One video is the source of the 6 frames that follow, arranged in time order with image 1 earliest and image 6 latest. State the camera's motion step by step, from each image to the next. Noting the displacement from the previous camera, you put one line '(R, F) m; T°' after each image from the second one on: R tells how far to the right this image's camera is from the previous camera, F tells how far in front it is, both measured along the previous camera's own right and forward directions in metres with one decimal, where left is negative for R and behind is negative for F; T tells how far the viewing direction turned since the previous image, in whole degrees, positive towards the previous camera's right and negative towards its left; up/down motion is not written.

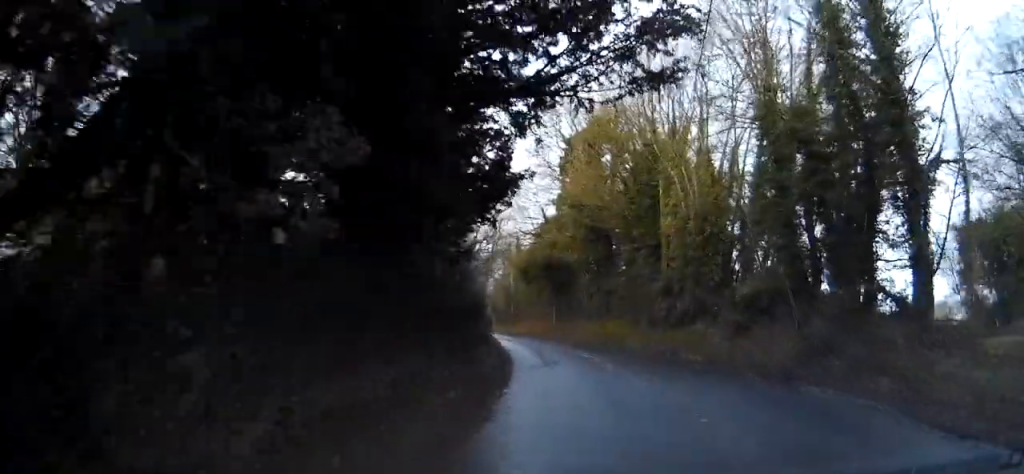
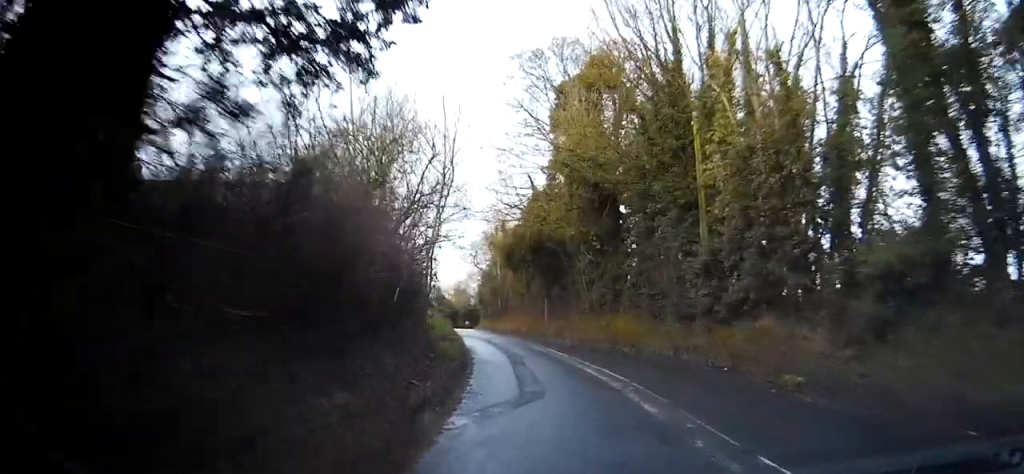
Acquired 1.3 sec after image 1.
(+0.1, +10.4) m; 0°
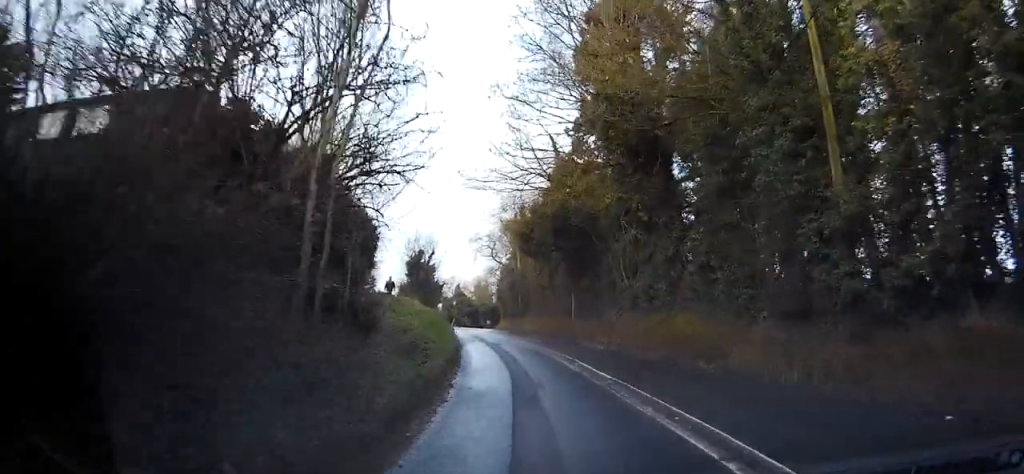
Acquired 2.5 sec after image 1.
(-0.1, +9.6) m; -3°
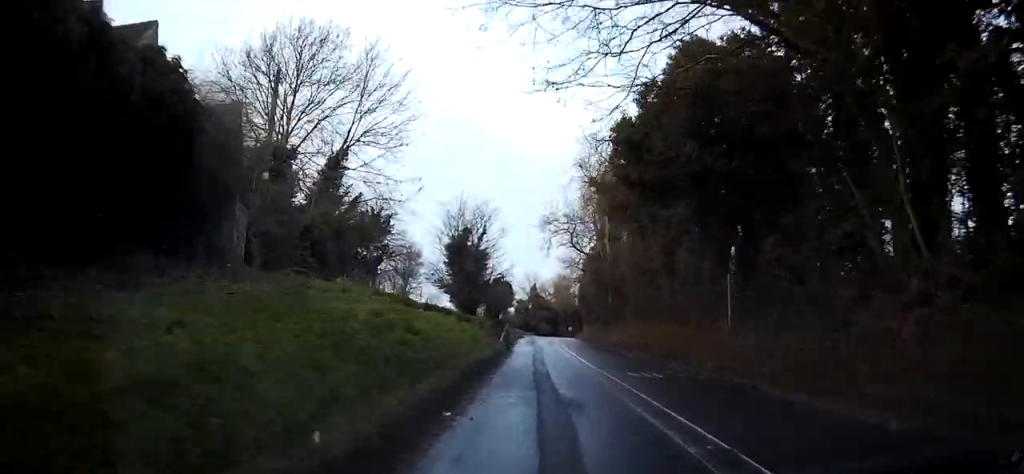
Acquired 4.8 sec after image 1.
(-1.9, +21.1) m; -7°
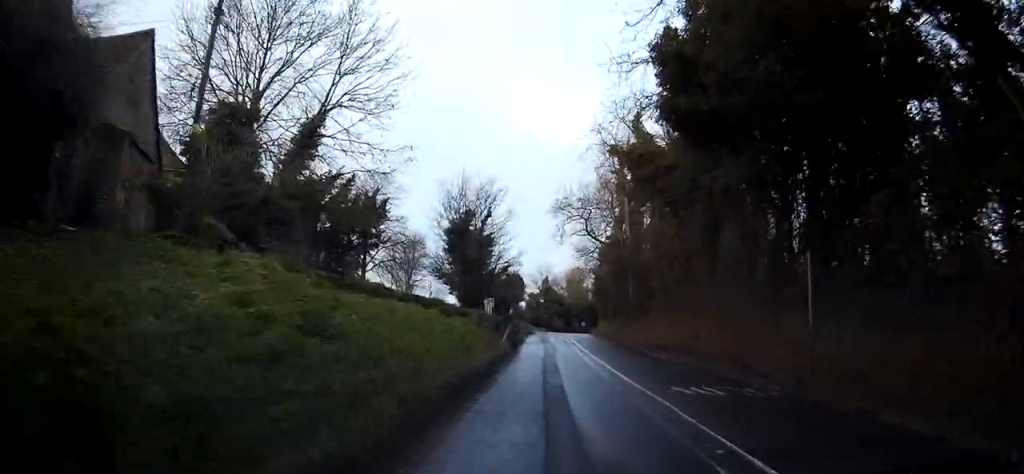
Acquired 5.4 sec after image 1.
(0.0, +5.6) m; -1°
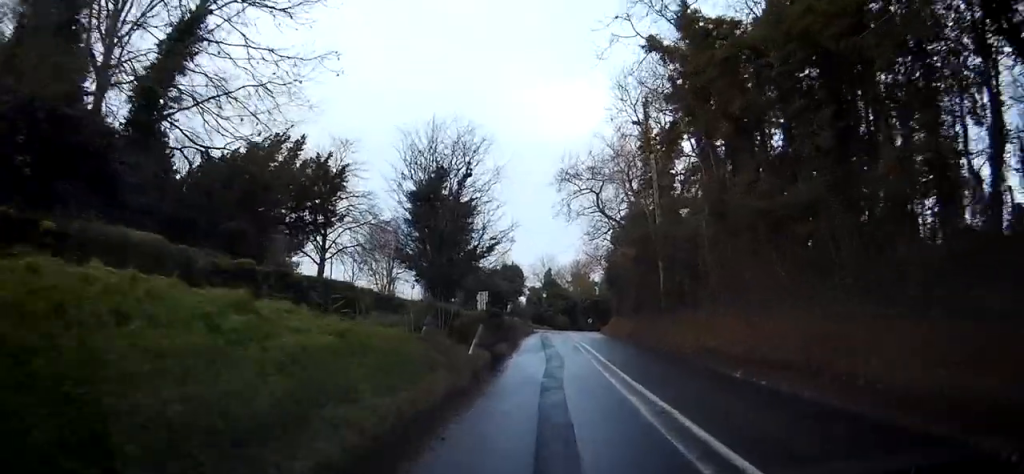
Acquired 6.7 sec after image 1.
(-0.3, +11.6) m; -2°
